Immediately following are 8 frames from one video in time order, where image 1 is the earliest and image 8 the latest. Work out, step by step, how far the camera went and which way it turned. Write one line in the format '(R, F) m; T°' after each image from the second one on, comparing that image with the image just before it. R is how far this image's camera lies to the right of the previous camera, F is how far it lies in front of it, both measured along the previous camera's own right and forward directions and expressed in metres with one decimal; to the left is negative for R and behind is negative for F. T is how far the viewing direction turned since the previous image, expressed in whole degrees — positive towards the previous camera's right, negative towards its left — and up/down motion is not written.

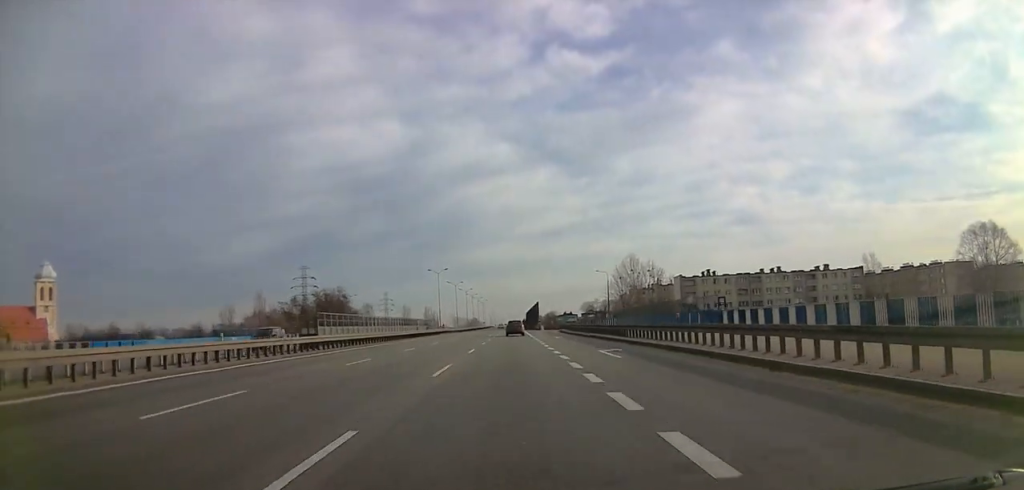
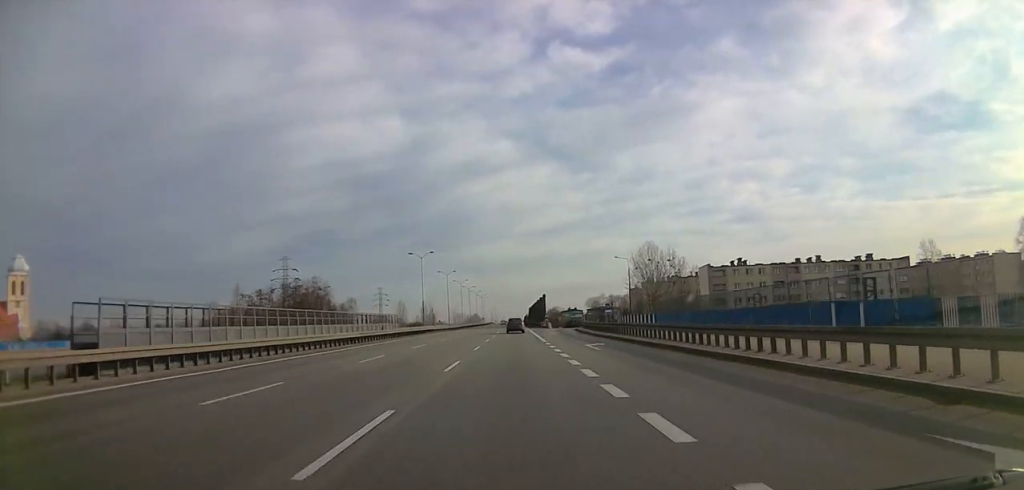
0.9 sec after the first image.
(0.0, +22.2) m; 0°
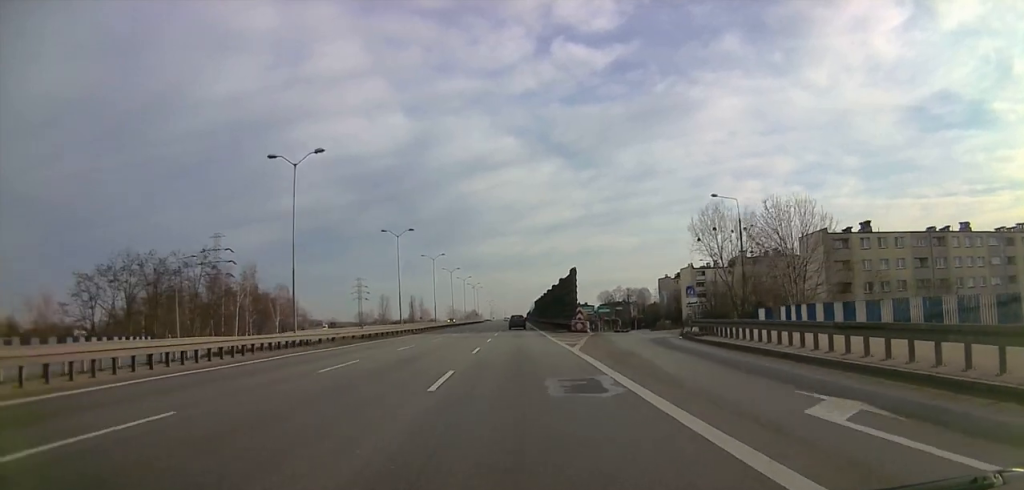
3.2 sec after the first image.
(0.0, +53.9) m; 0°
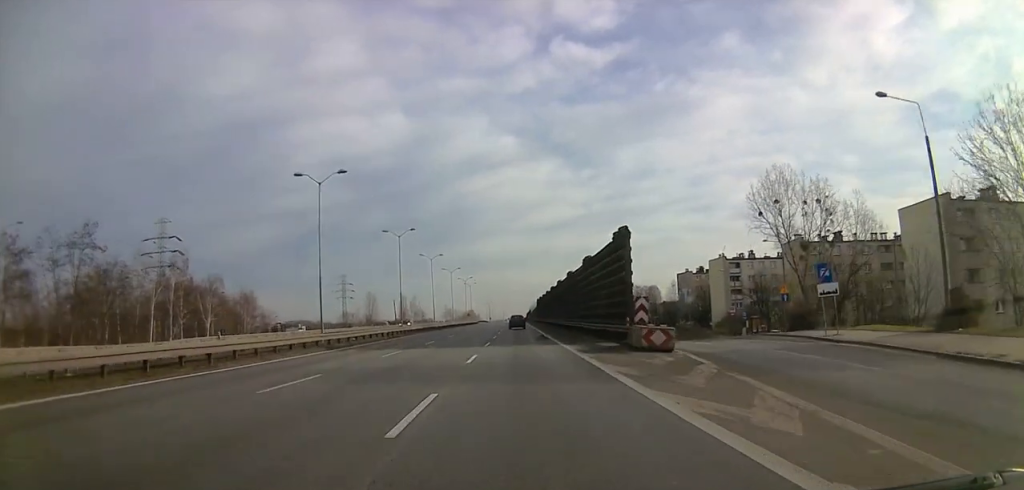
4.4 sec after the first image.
(0.0, +28.5) m; 0°
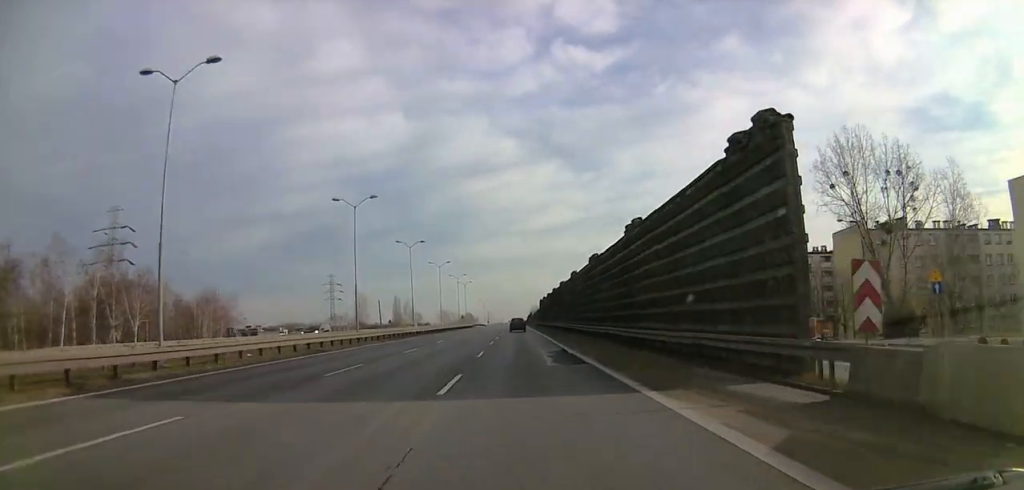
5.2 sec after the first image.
(0.0, +19.7) m; 0°
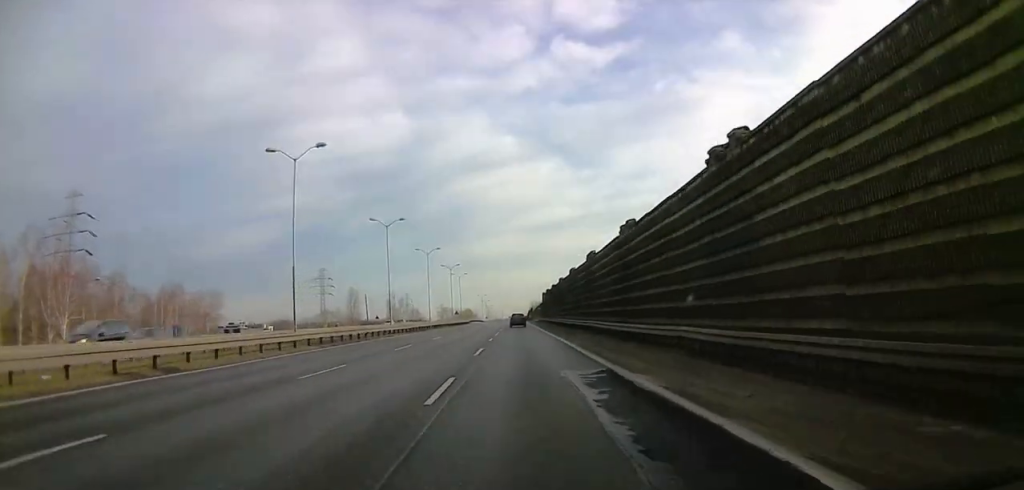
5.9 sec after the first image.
(0.0, +15.0) m; 0°
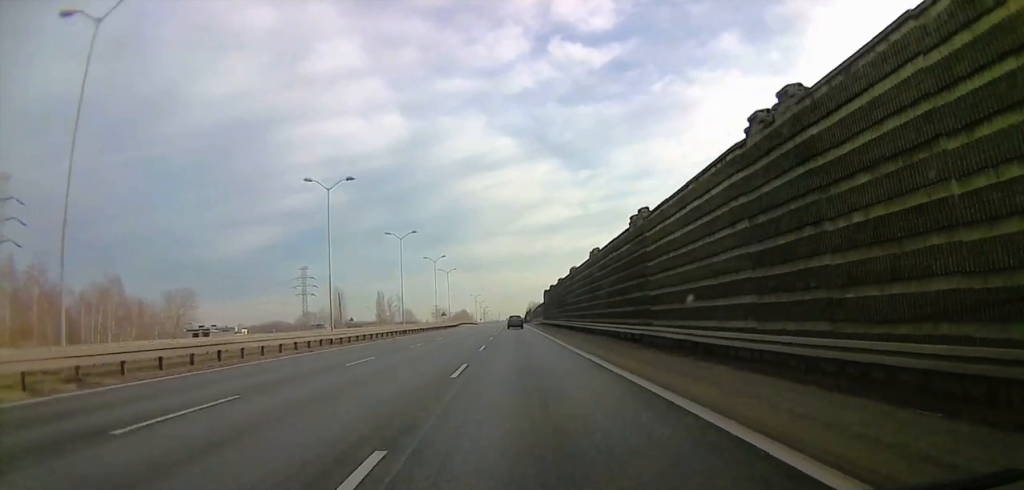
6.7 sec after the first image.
(0.0, +19.7) m; 0°
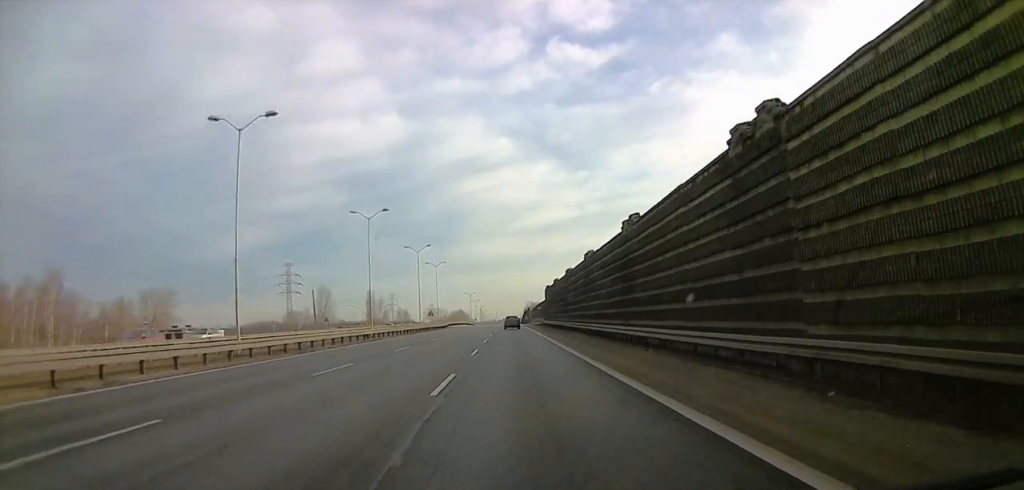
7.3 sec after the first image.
(0.0, +14.9) m; +1°
